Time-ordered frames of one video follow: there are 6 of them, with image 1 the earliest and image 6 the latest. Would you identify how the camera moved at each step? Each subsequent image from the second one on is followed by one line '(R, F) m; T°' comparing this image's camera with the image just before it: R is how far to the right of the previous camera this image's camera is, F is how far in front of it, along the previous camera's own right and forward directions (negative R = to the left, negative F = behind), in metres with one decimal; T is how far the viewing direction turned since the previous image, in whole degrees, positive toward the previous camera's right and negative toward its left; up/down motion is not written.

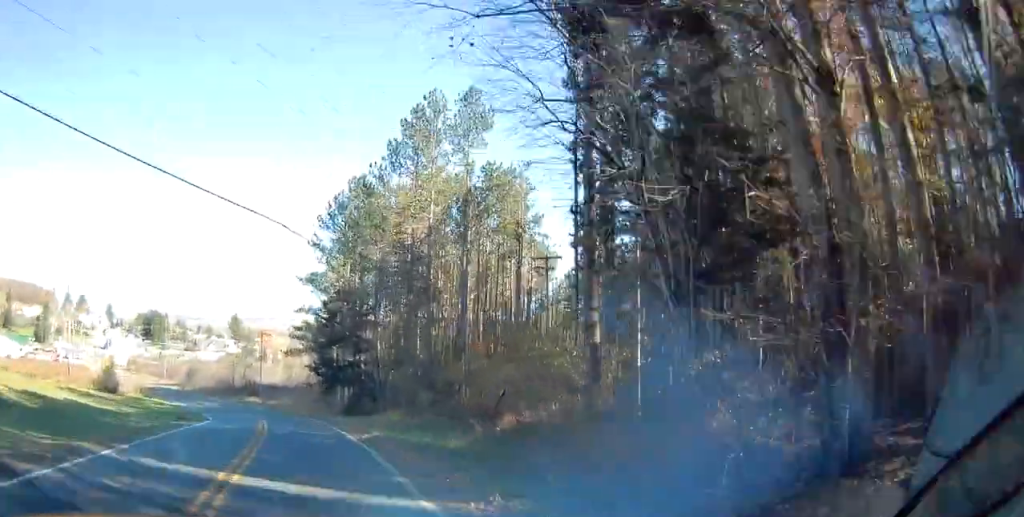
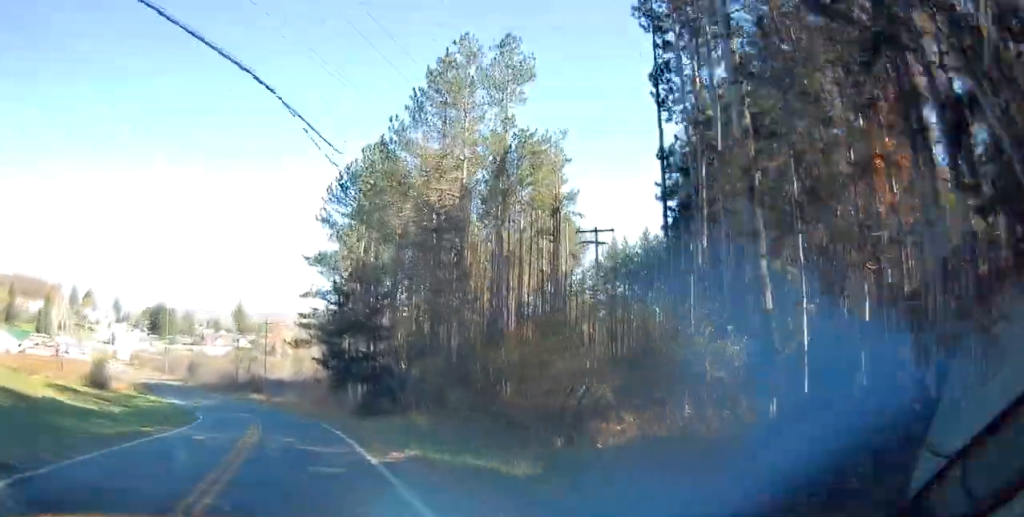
(-0.1, +7.2) m; -1°
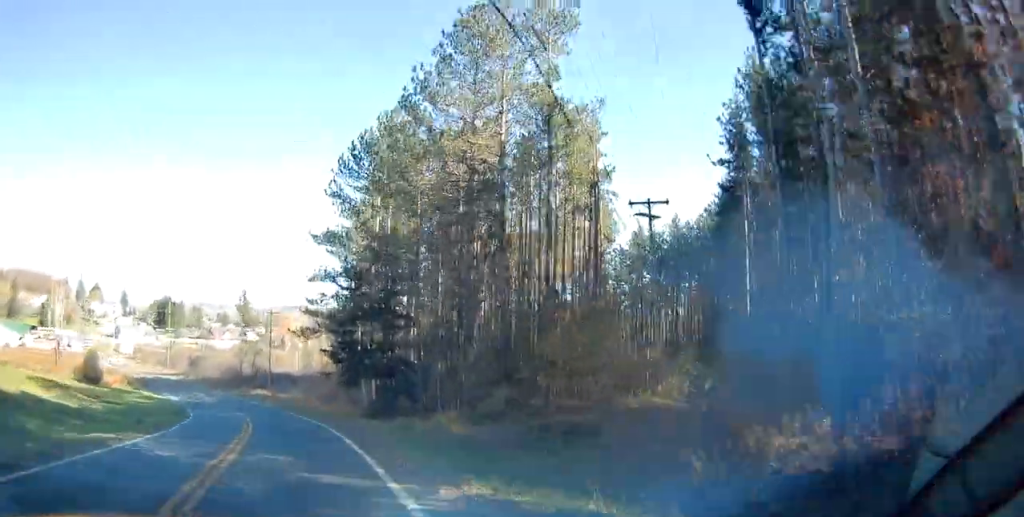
(0.0, +5.7) m; -1°
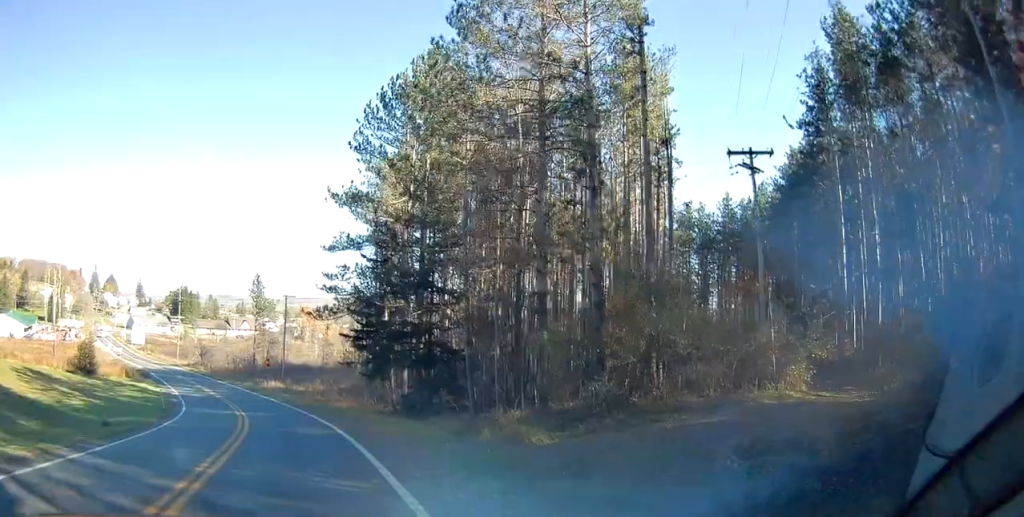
(-0.2, +7.8) m; -2°
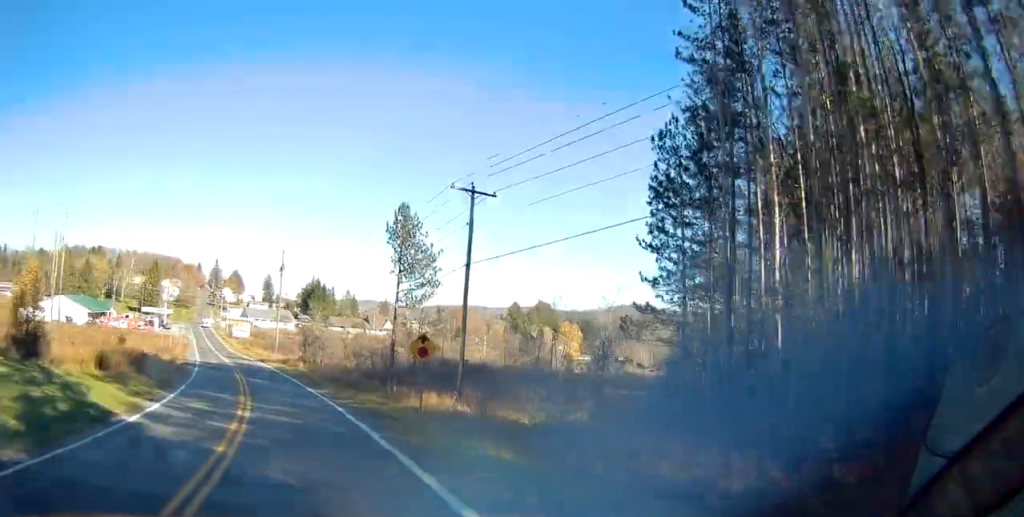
(-4.8, +36.7) m; -17°
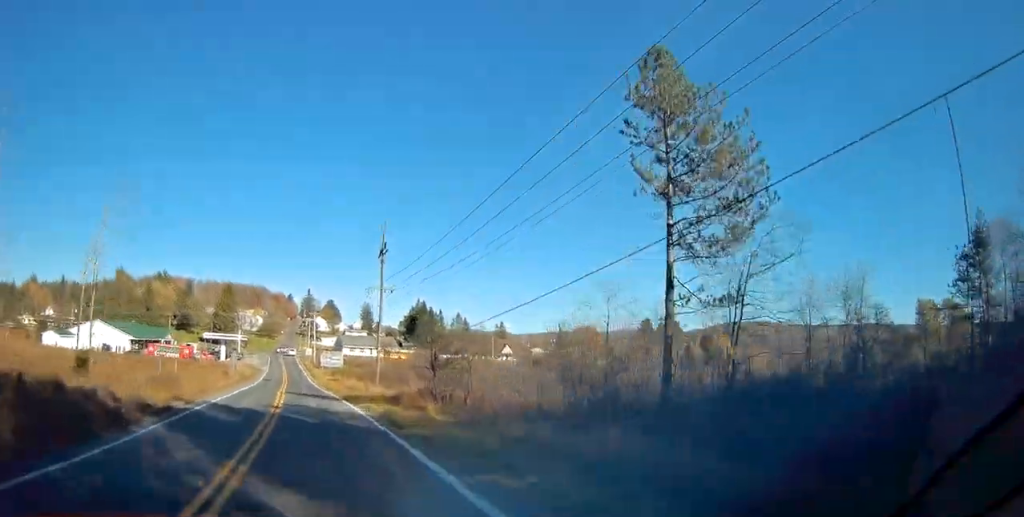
(-2.6, +29.3) m; -8°
